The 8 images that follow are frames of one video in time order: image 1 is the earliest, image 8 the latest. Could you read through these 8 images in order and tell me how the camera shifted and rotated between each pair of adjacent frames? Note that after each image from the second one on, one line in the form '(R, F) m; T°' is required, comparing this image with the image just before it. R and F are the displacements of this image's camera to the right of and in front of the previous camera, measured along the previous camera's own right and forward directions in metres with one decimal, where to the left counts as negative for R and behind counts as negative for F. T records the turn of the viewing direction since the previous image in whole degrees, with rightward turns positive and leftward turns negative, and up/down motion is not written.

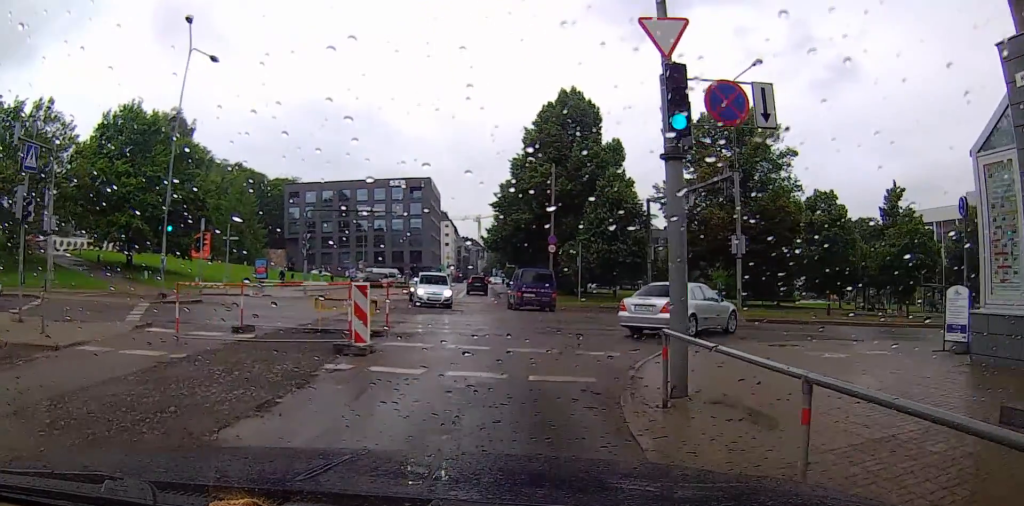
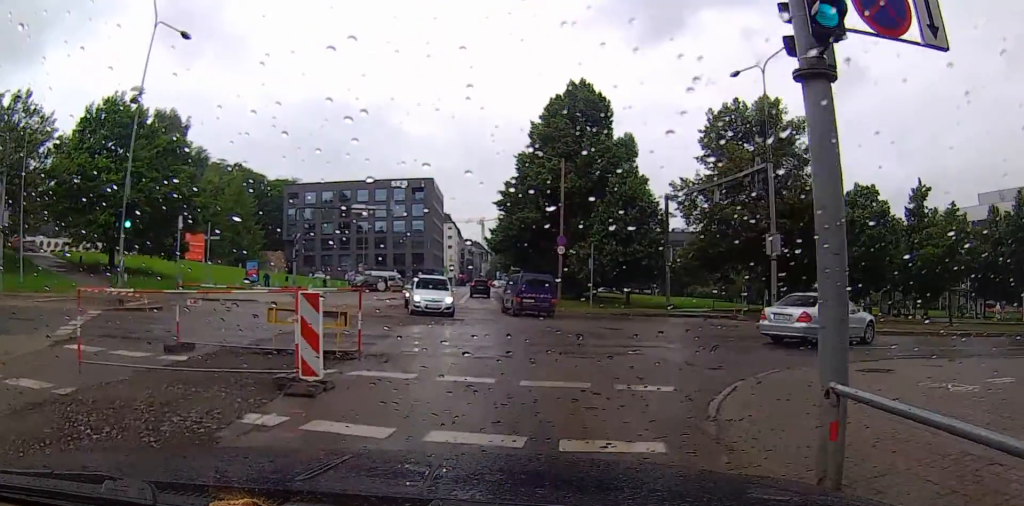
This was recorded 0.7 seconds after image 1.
(-0.2, +3.8) m; -3°
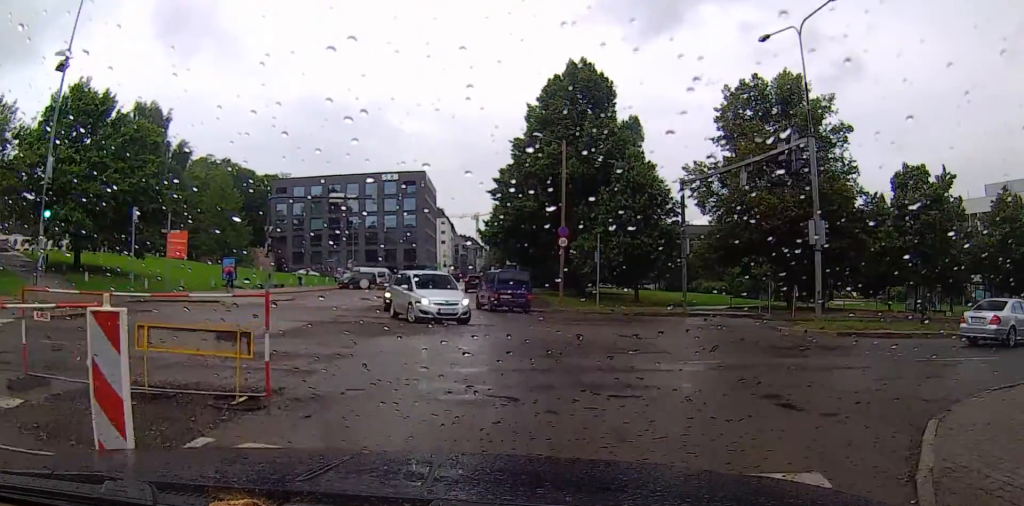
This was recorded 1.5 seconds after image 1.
(-0.1, +4.6) m; -2°
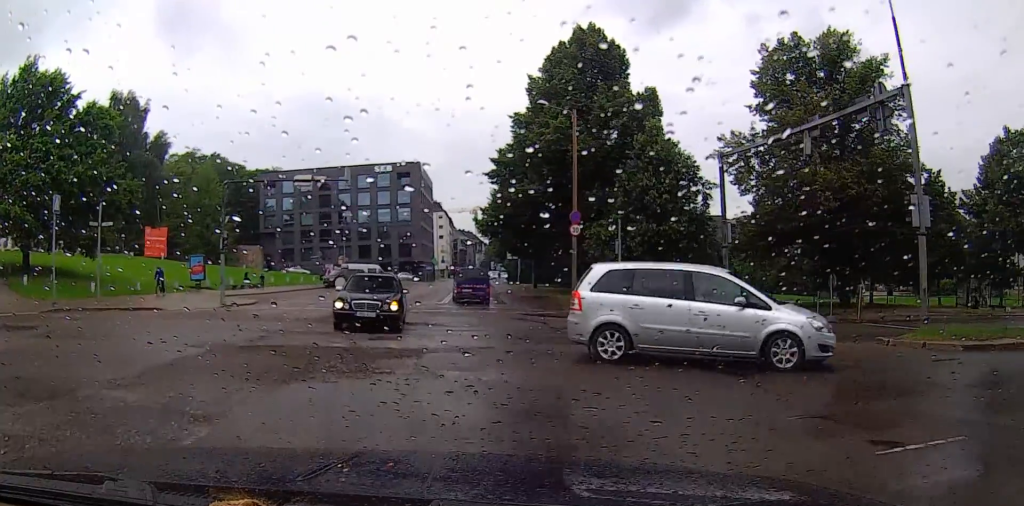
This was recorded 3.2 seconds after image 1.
(0.0, +7.4) m; 0°
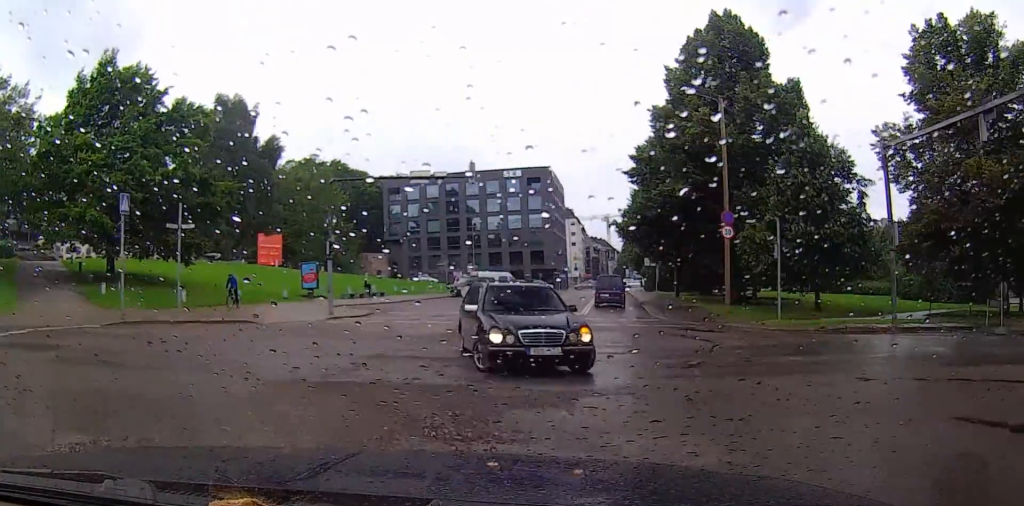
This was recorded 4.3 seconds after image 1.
(0.0, +4.0) m; -3°
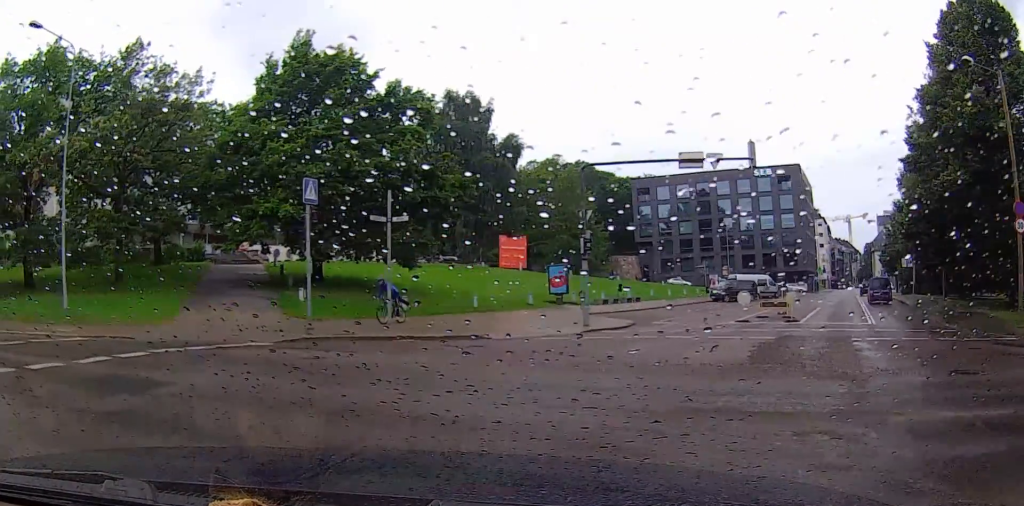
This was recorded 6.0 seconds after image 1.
(-1.4, +5.1) m; -36°
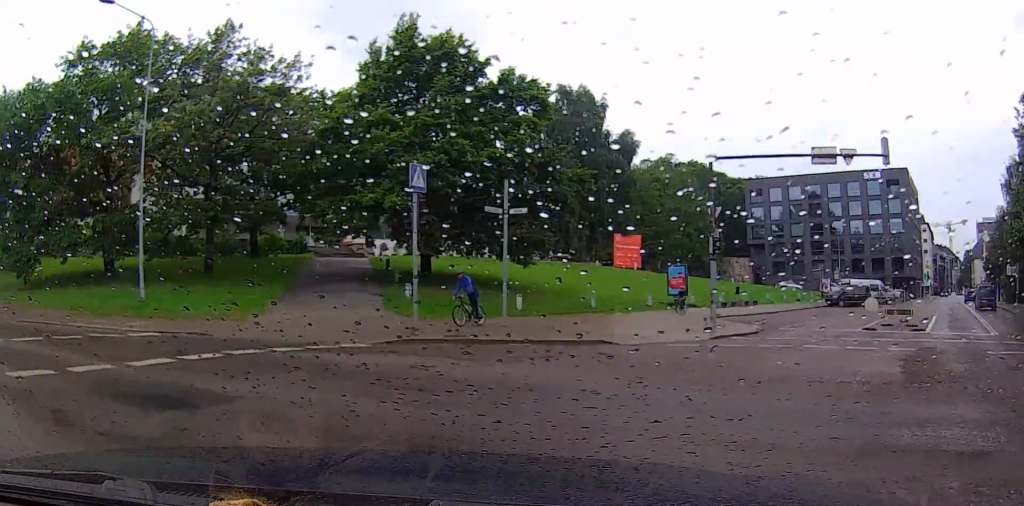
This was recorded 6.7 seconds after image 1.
(-0.2, +2.1) m; -4°
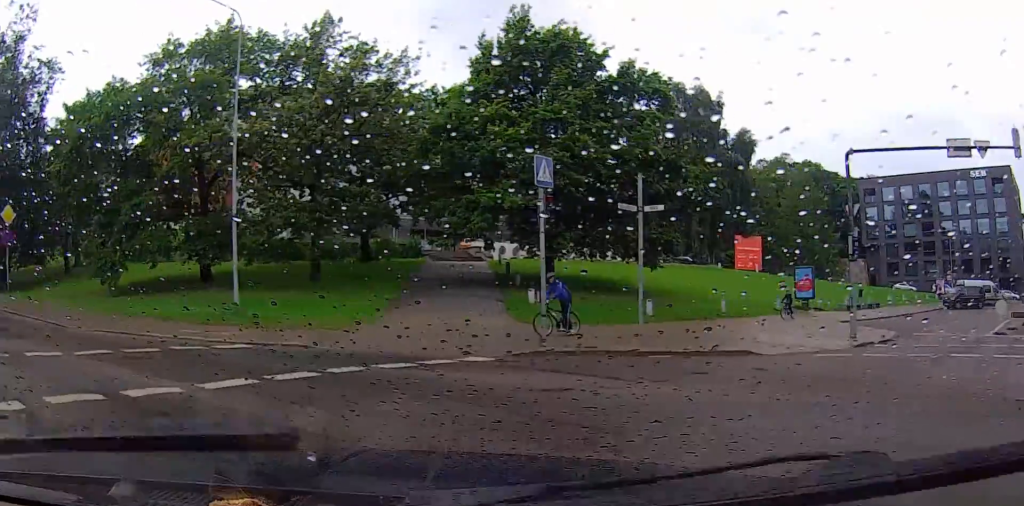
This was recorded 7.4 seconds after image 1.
(0.0, +1.9) m; -2°
